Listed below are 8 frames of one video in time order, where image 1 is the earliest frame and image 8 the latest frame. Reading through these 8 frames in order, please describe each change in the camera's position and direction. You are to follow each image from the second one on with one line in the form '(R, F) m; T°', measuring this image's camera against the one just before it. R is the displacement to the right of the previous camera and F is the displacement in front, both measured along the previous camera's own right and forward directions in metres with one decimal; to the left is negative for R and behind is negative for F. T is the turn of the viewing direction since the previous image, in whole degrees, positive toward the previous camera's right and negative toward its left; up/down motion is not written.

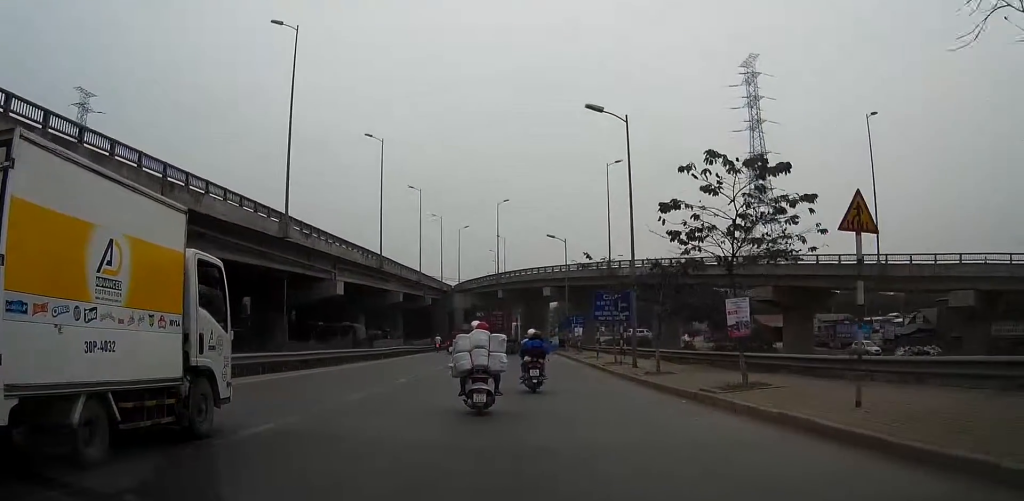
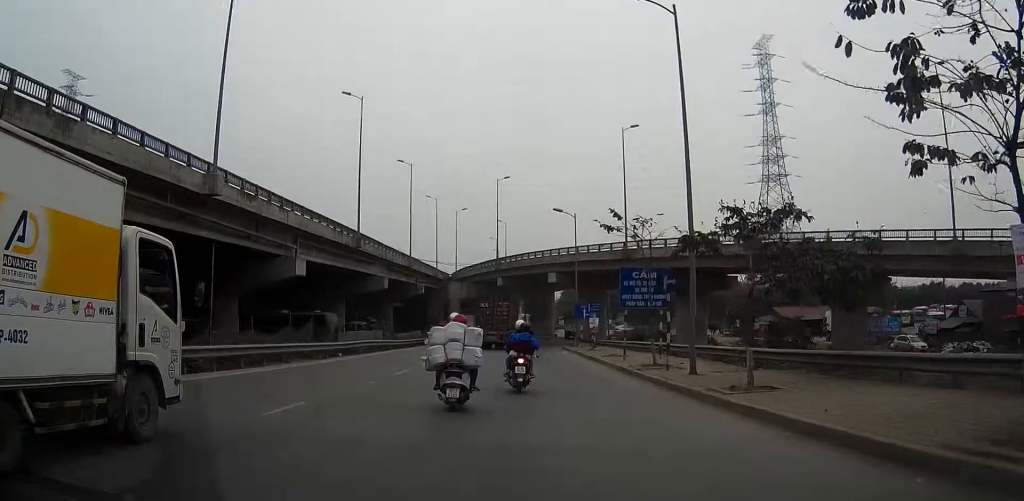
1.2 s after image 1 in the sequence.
(0.0, +9.7) m; +1°
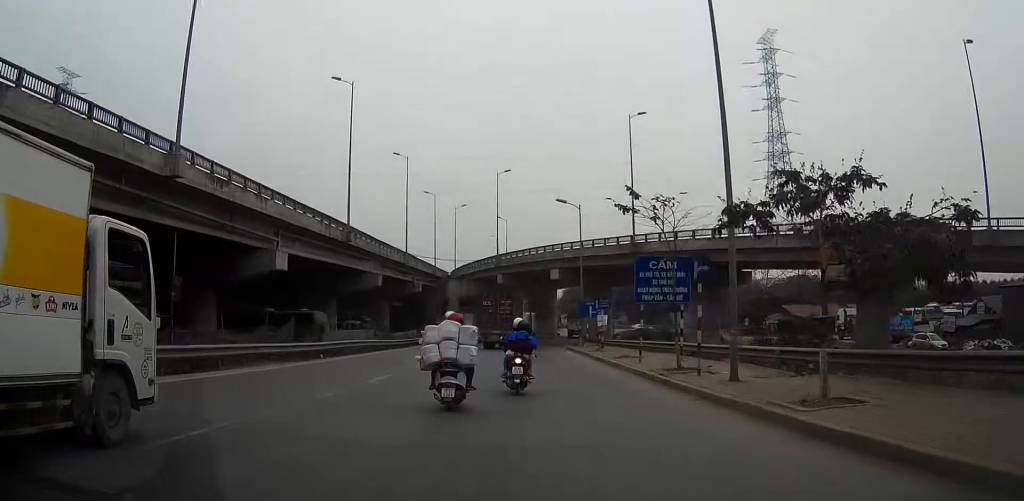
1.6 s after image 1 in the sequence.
(0.0, +3.8) m; 0°
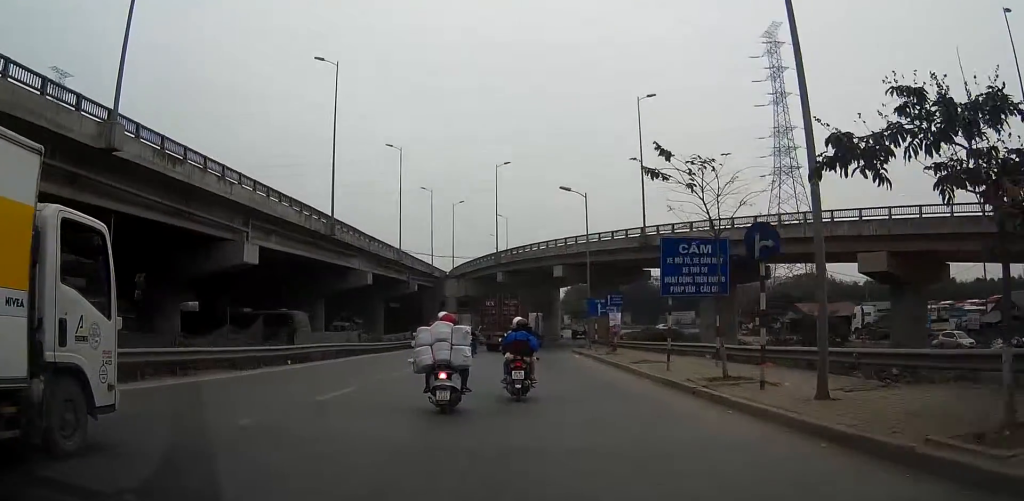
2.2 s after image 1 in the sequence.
(+0.1, +5.1) m; 0°
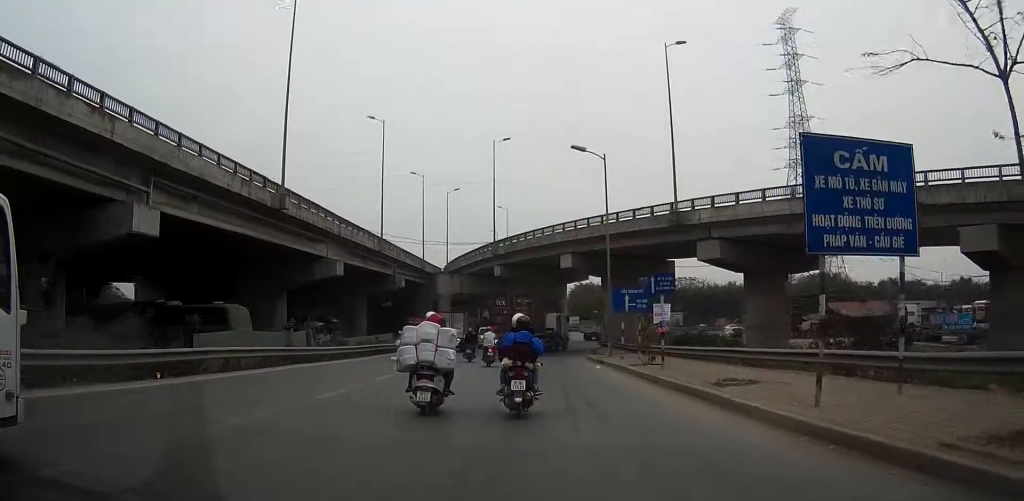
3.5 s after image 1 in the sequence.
(-0.1, +10.6) m; -2°
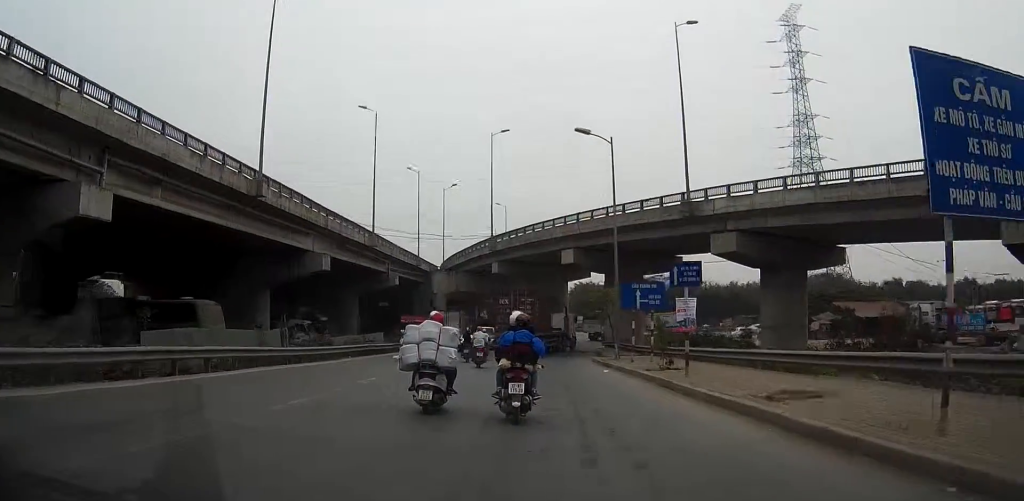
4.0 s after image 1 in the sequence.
(-0.1, +3.3) m; 0°
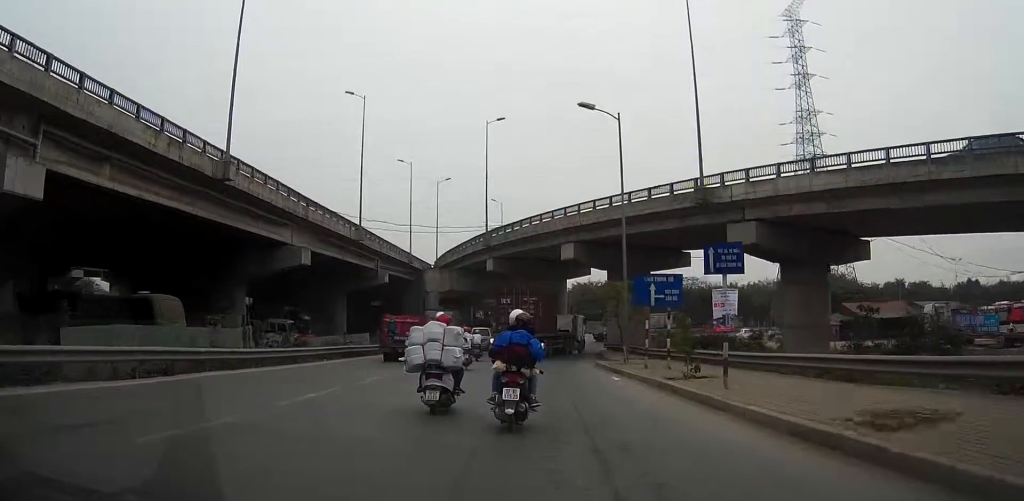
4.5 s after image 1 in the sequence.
(-0.1, +3.9) m; 0°
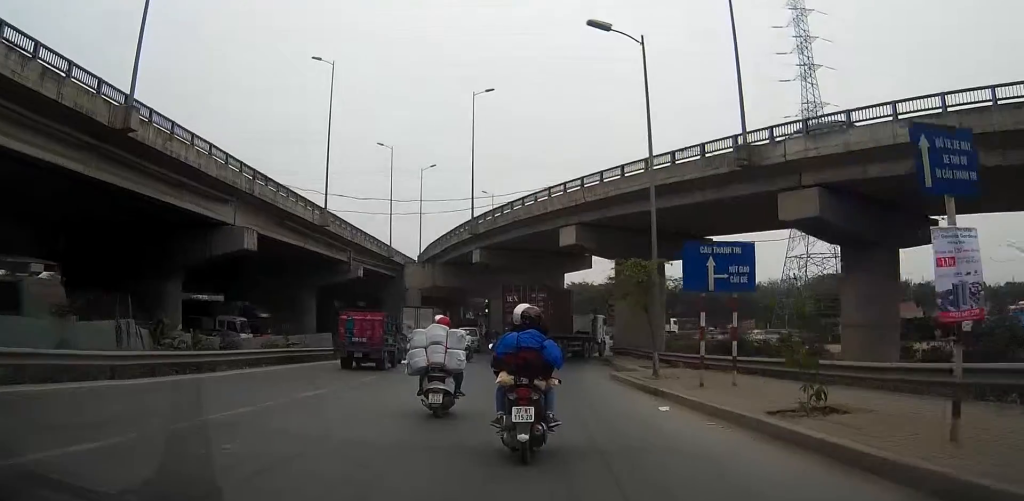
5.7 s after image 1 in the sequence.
(+0.1, +9.4) m; 0°
